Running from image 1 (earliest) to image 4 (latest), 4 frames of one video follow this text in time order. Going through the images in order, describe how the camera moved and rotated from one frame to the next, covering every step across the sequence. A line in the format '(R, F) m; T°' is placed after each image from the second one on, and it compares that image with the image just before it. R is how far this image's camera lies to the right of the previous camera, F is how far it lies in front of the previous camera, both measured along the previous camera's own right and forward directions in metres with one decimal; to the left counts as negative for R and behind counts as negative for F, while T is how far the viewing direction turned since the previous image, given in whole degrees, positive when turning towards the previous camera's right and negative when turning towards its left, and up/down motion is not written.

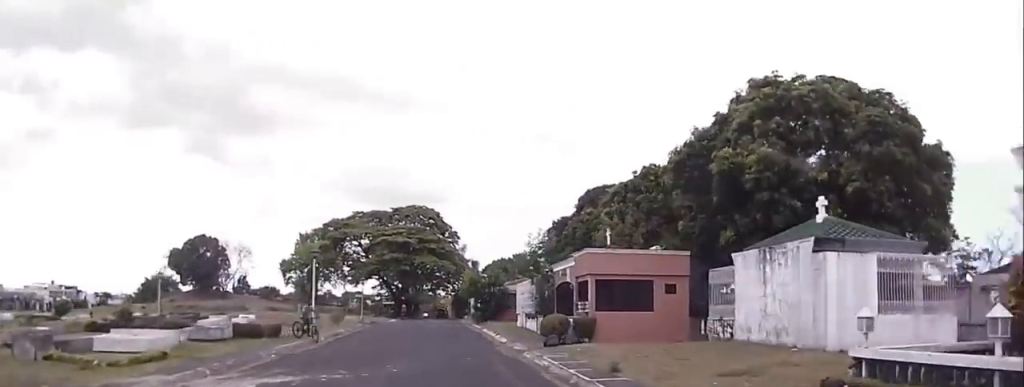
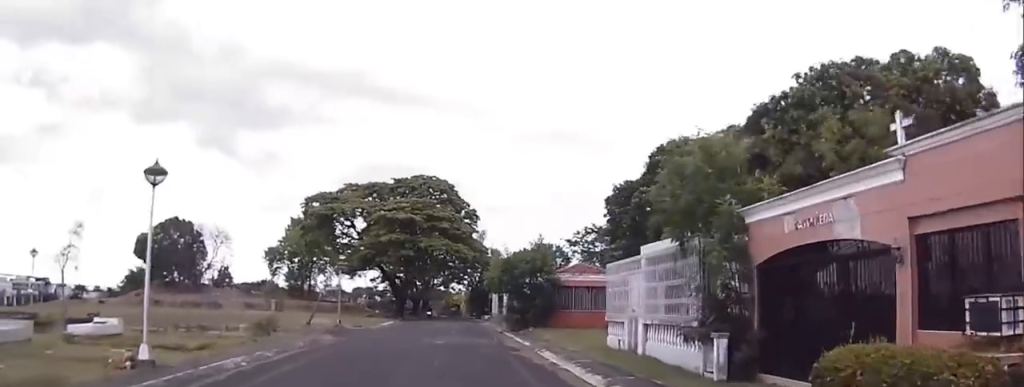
(+0.3, +21.7) m; +1°
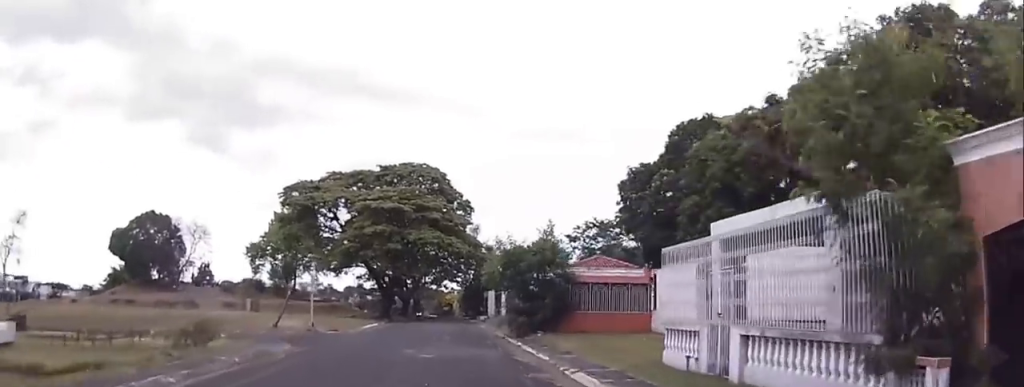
(-0.2, +6.0) m; 0°
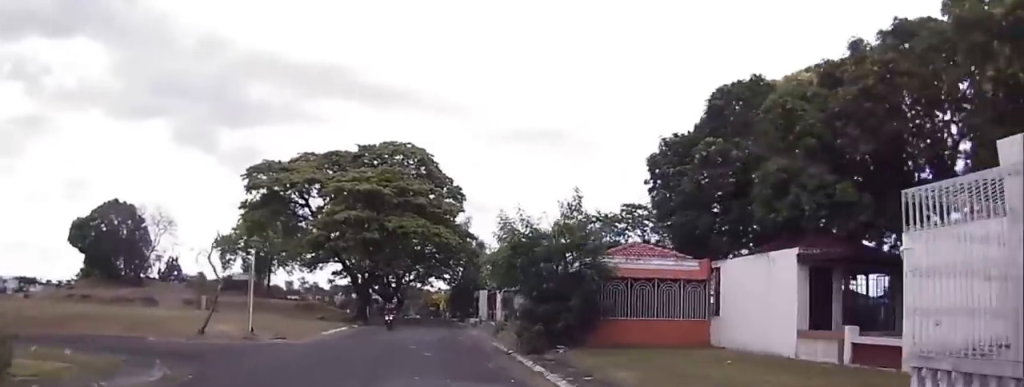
(+0.3, +8.8) m; +1°
